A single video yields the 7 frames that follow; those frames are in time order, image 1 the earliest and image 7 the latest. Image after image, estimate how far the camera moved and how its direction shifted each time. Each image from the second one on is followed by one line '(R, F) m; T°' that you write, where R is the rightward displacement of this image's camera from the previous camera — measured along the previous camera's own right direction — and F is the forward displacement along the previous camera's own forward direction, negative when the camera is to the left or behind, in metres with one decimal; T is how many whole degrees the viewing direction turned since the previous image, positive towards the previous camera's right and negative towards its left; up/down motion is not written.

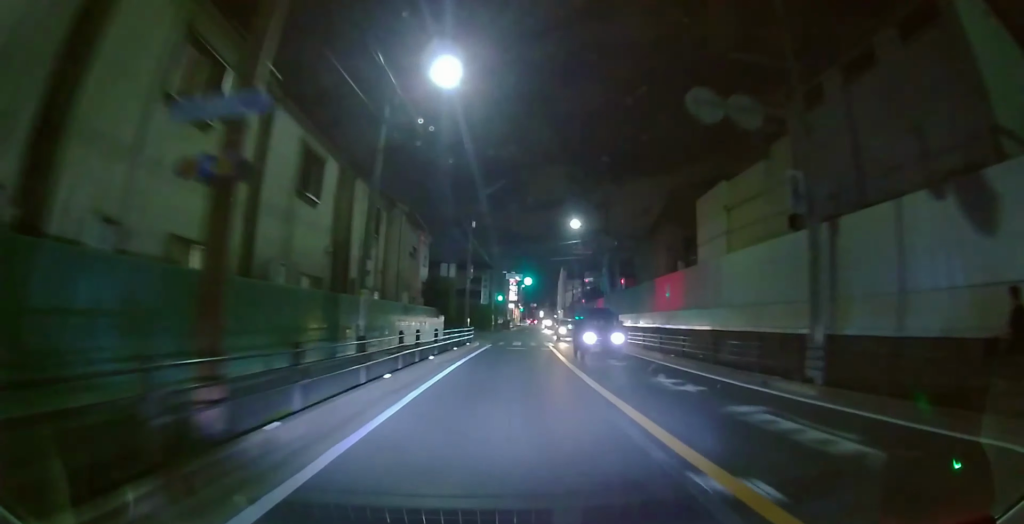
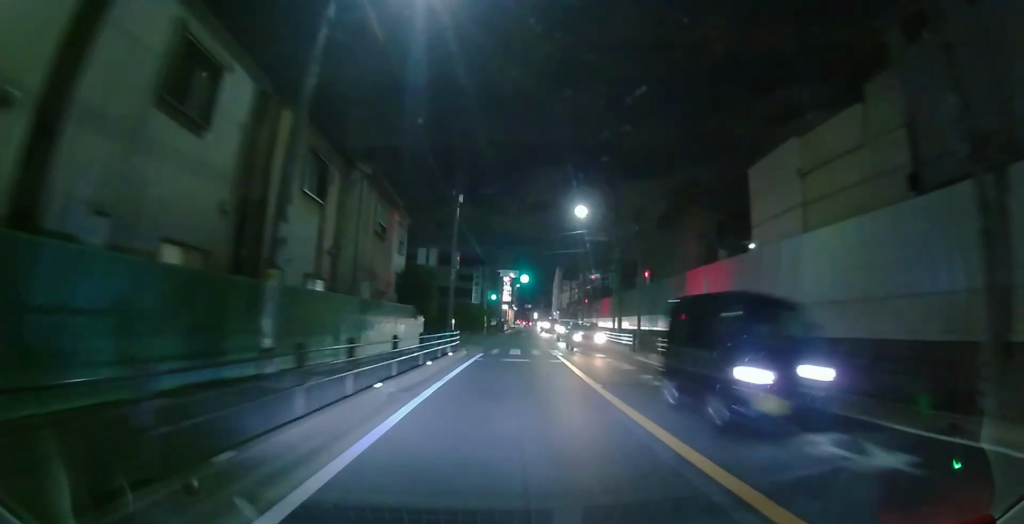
(0.0, +6.1) m; +1°
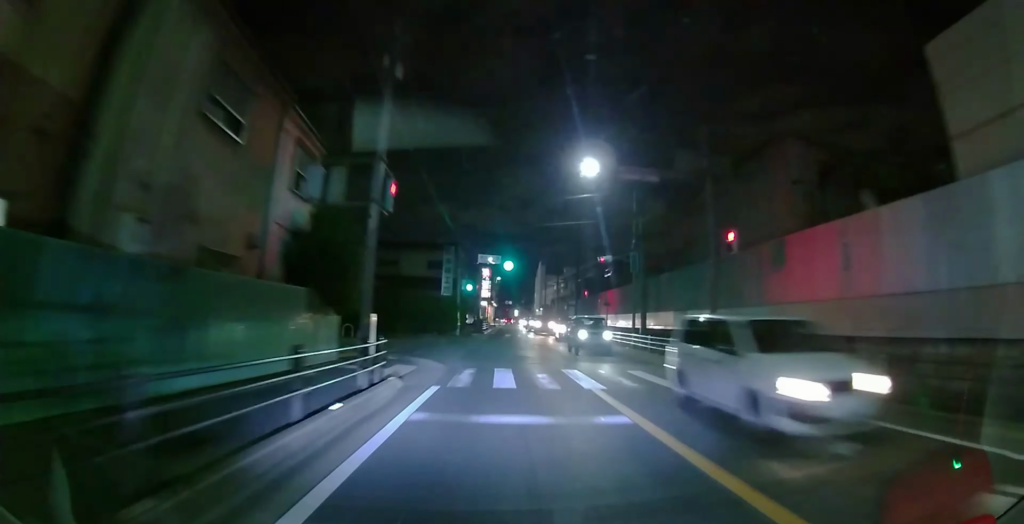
(+0.3, +11.5) m; +3°
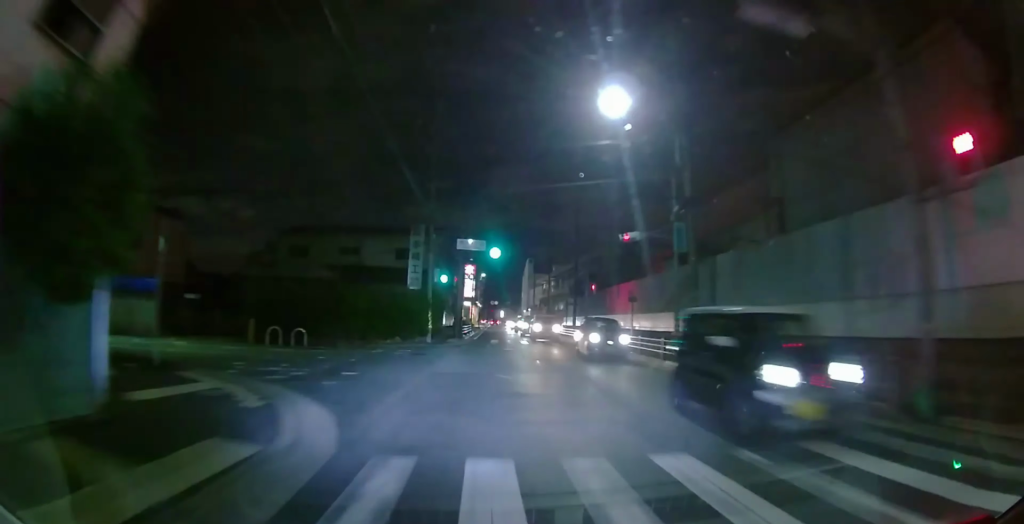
(+0.1, +9.2) m; +2°
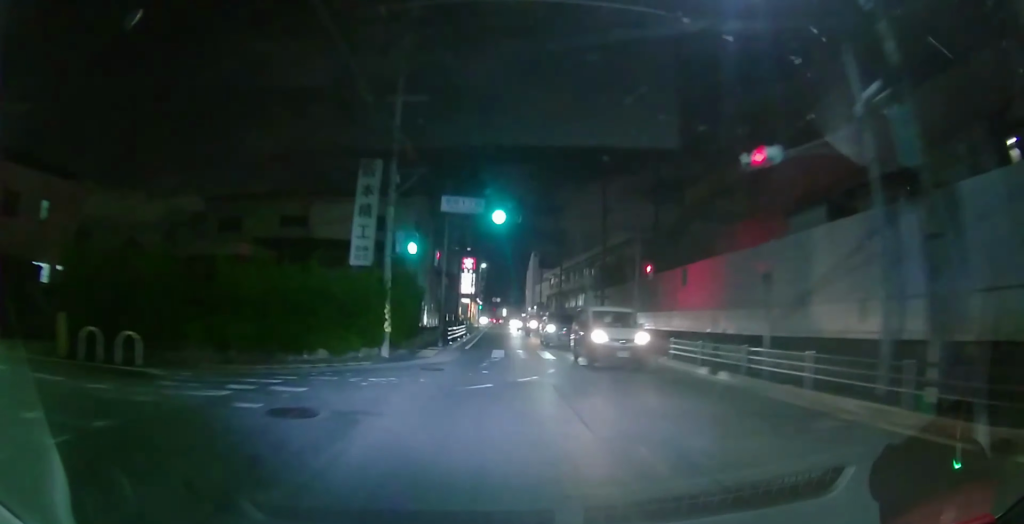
(+0.1, +12.3) m; -1°
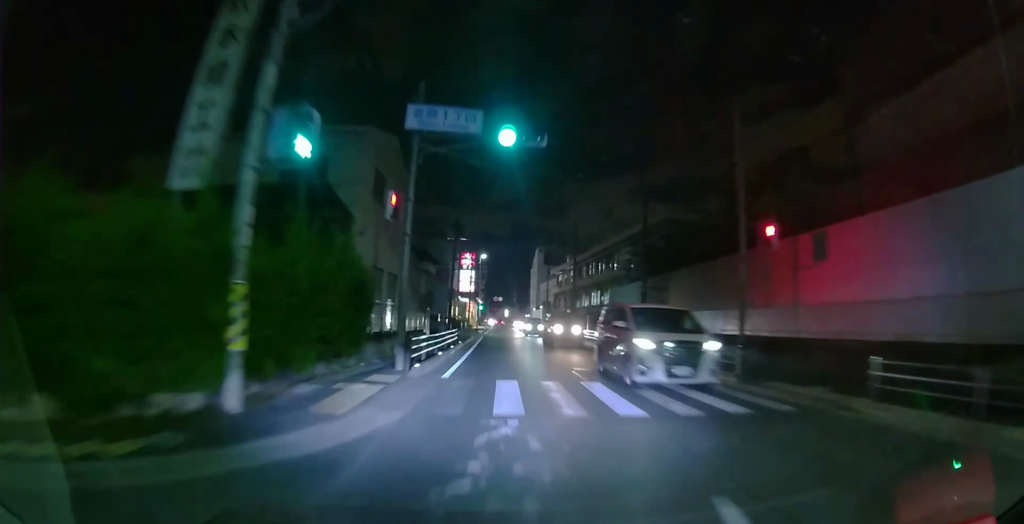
(-0.3, +11.0) m; -1°
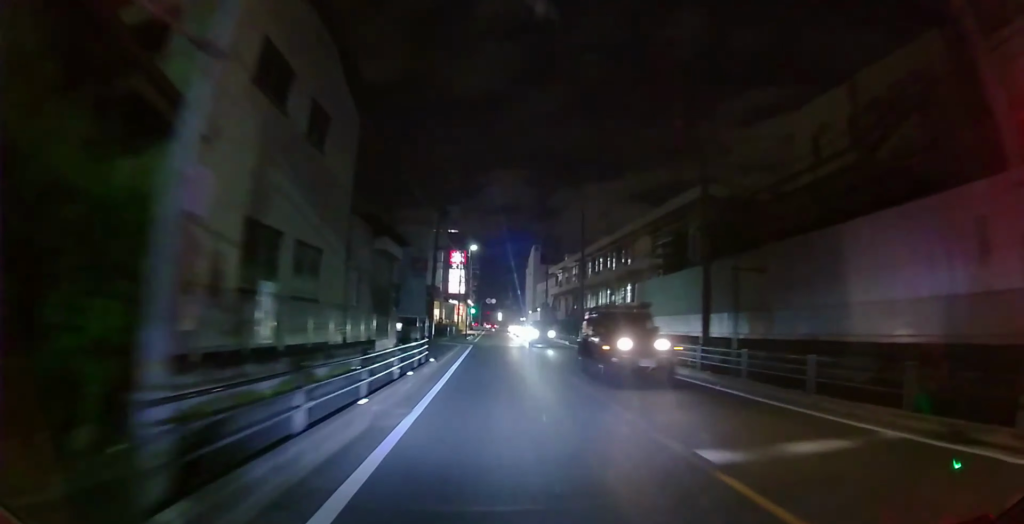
(0.0, +9.7) m; 0°
